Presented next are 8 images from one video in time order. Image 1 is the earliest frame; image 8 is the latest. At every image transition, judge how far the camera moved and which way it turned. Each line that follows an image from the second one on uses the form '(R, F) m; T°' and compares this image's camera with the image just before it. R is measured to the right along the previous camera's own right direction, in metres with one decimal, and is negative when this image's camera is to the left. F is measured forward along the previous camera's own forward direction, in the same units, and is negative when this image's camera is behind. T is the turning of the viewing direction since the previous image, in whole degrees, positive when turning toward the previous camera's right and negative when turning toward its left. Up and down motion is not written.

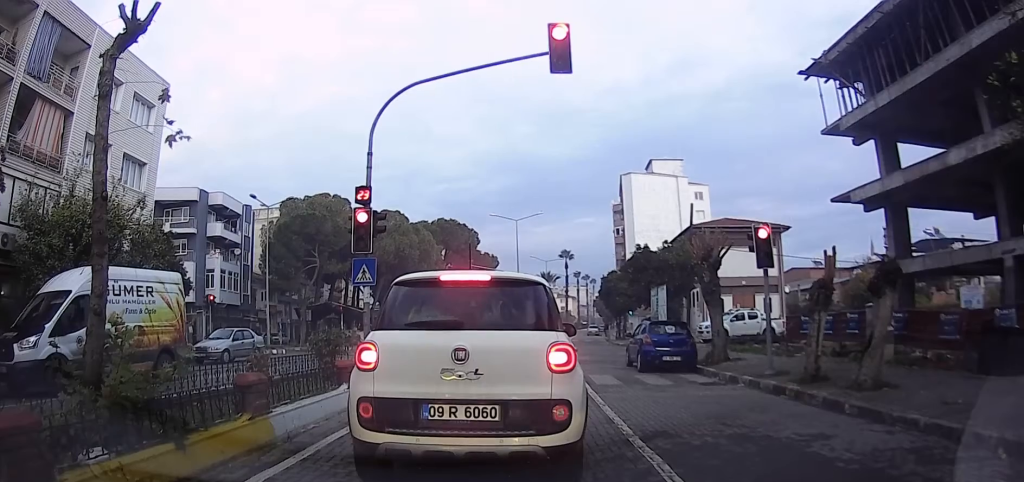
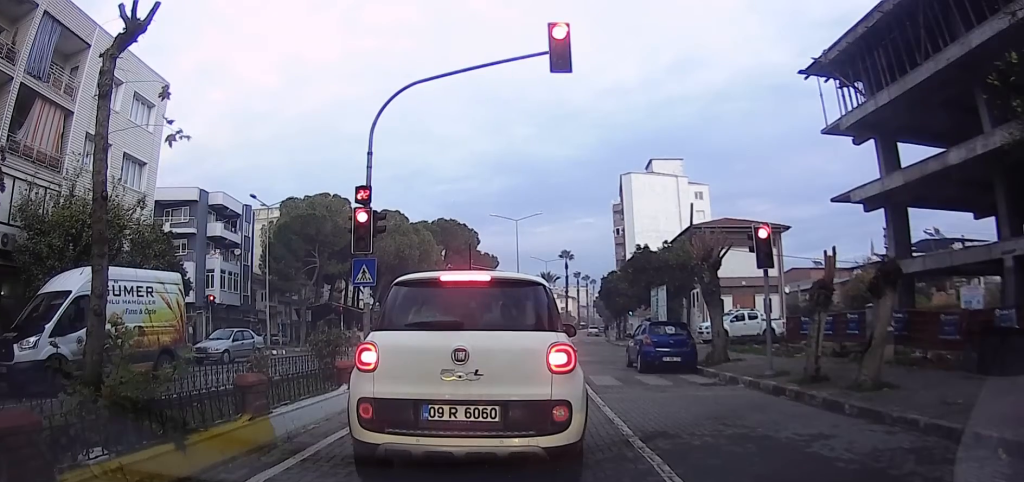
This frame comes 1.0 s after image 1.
(0.0, 0.0) m; 0°
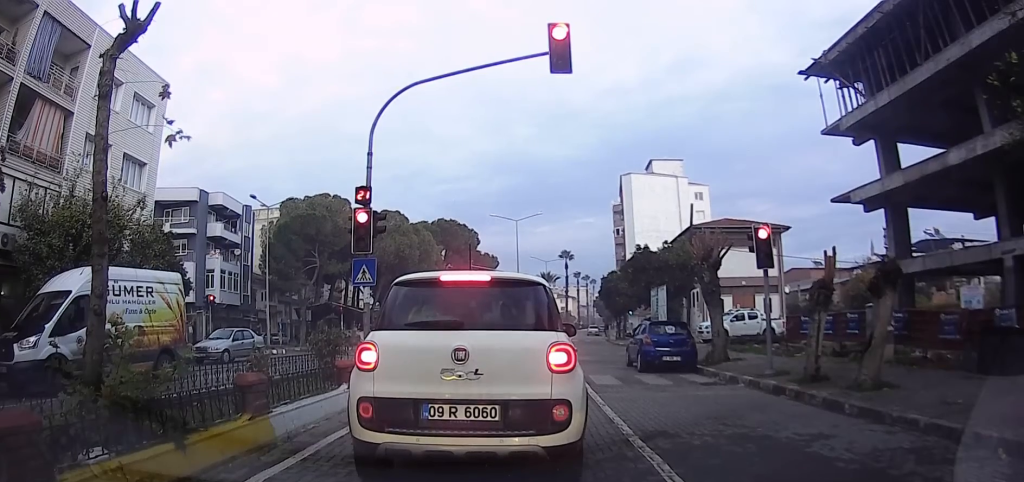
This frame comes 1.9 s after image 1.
(0.0, 0.0) m; 0°
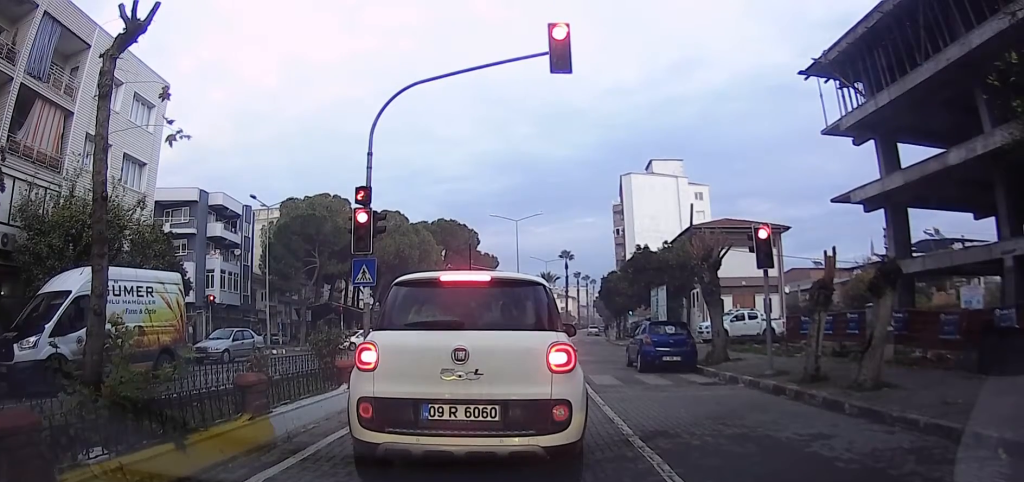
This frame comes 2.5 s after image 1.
(0.0, 0.0) m; 0°
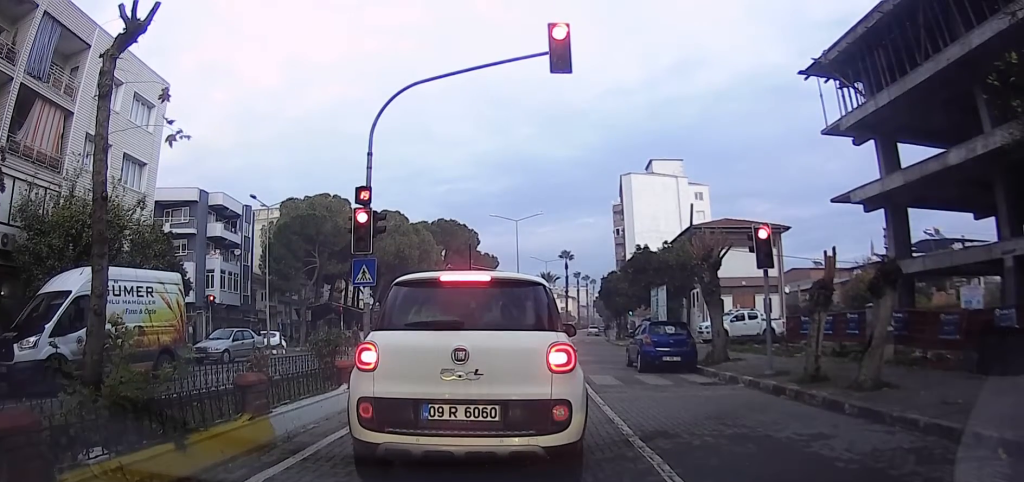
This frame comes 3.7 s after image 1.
(0.0, 0.0) m; 0°
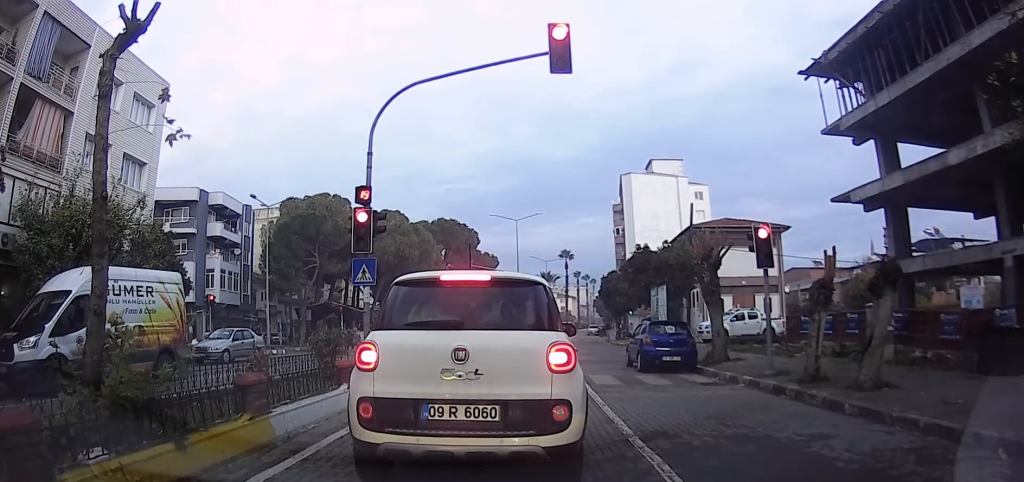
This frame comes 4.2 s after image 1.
(0.0, 0.0) m; 0°
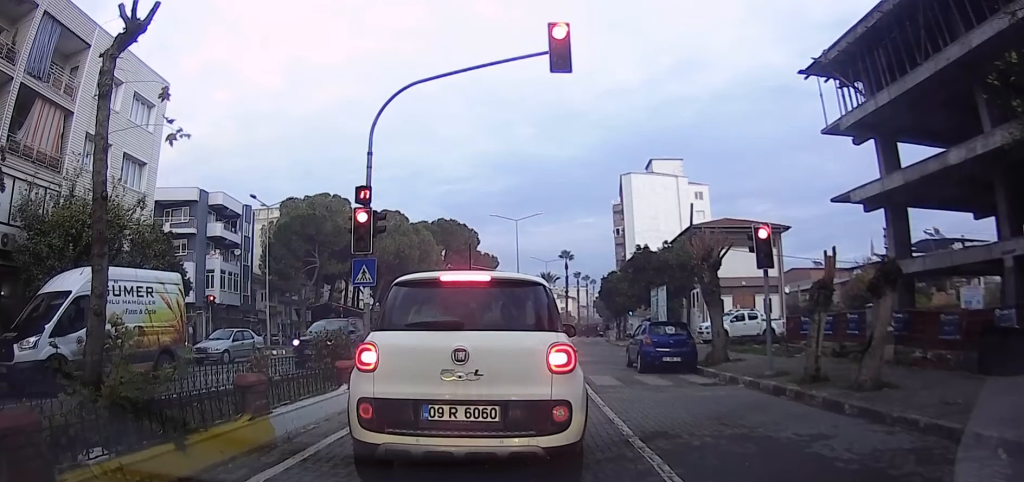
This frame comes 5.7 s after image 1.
(0.0, 0.0) m; 0°
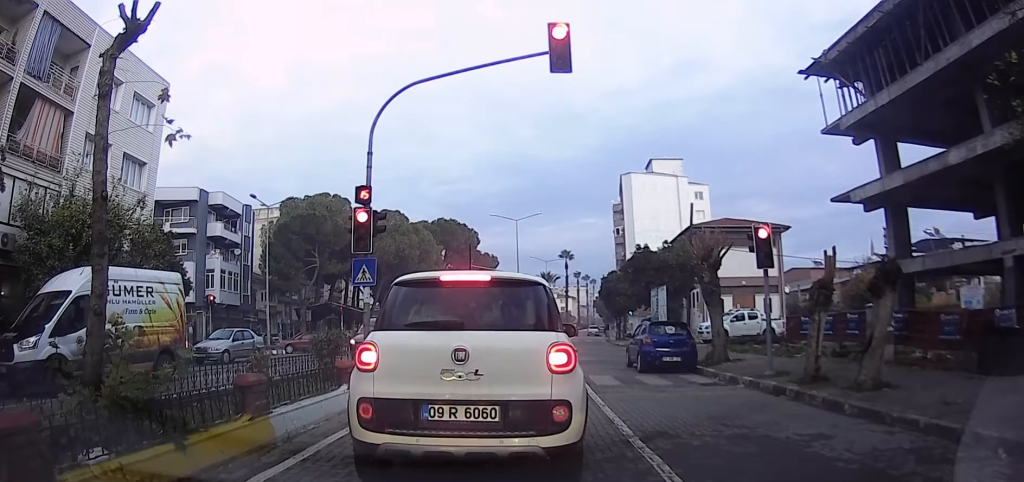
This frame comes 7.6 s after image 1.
(0.0, 0.0) m; 0°
